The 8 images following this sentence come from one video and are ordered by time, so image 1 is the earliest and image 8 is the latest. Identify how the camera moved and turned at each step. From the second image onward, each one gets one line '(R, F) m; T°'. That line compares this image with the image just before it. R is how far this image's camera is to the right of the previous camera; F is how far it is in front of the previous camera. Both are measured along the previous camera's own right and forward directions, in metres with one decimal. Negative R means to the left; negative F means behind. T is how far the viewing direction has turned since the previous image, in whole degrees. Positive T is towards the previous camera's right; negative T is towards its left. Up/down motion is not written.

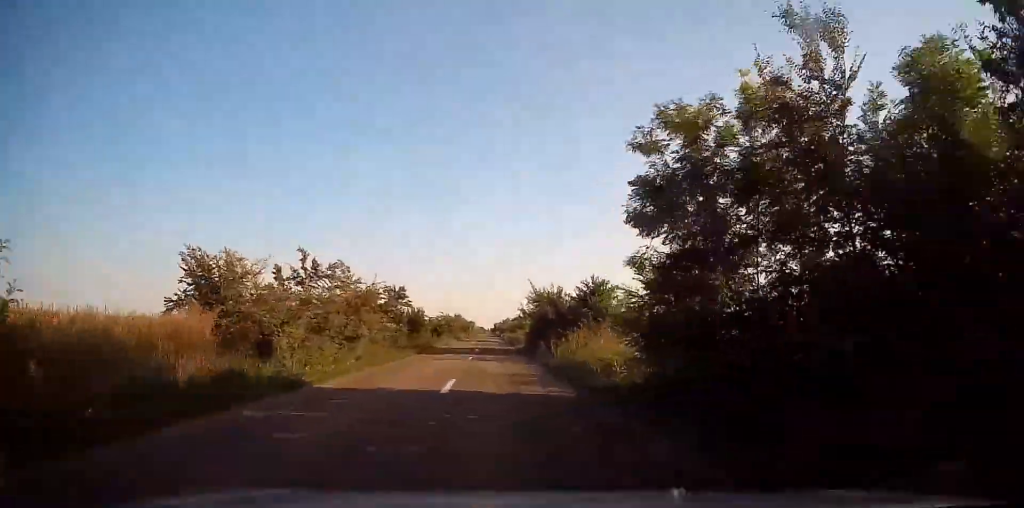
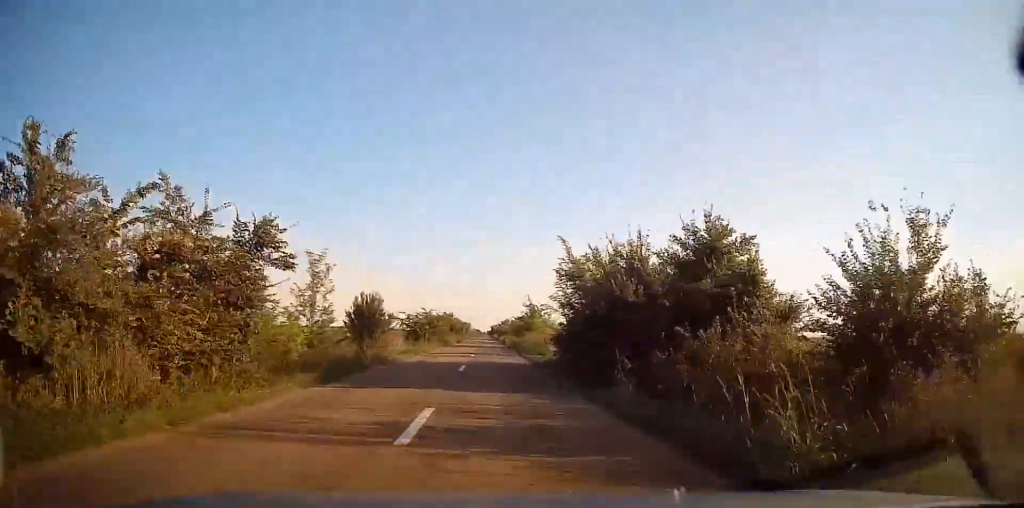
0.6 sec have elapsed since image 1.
(+0.2, +17.2) m; 0°
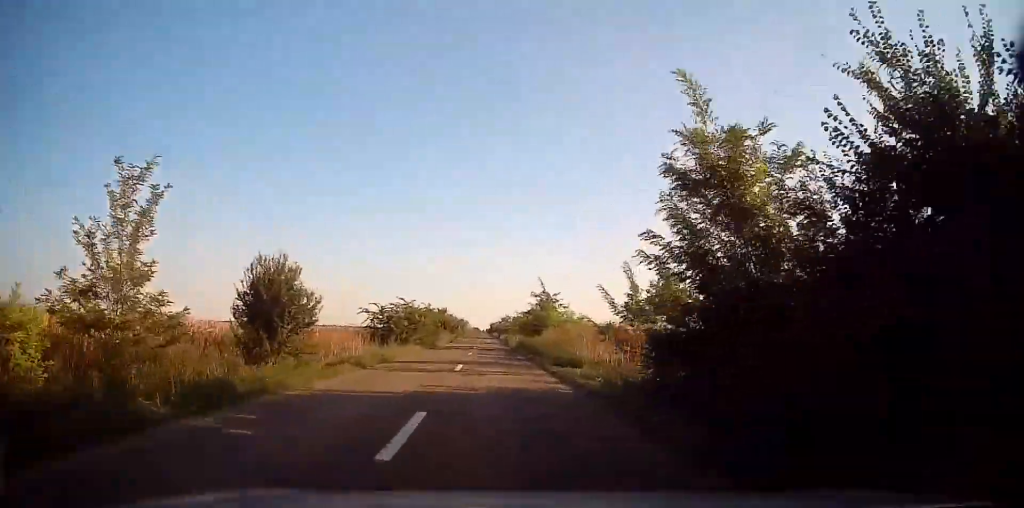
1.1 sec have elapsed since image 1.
(-0.2, +12.7) m; 0°
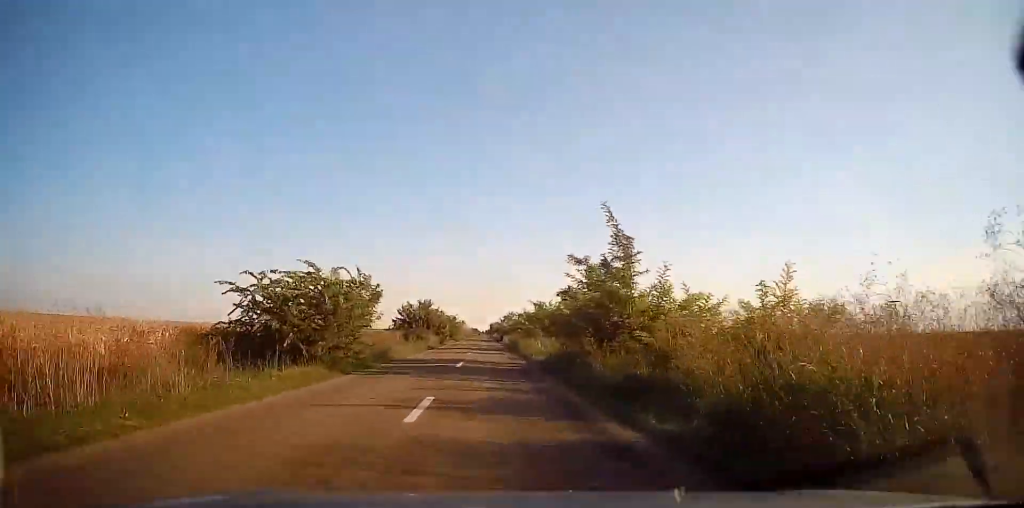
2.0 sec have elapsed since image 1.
(-0.1, +22.0) m; 0°
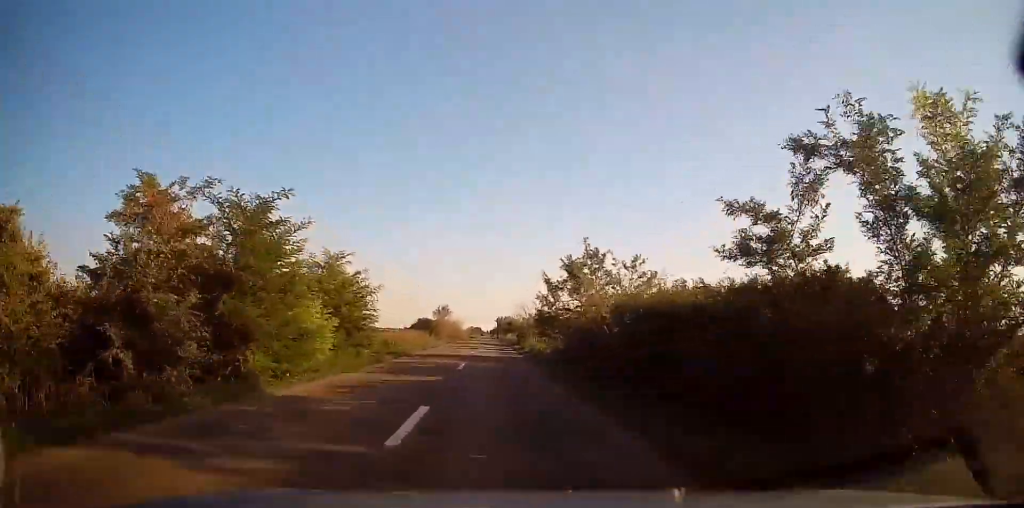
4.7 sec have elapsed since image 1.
(+0.8, +74.3) m; 0°
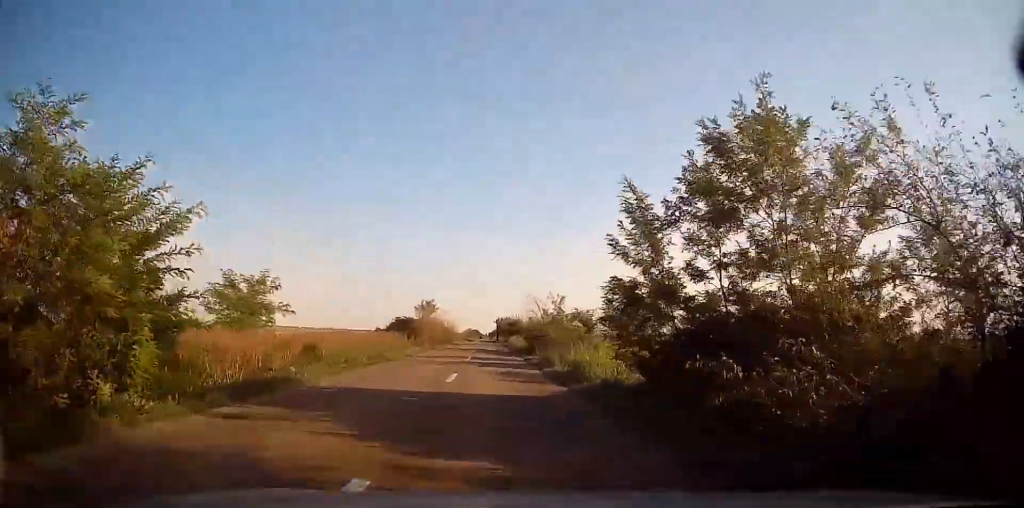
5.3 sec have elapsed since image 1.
(-0.2, +17.0) m; 0°
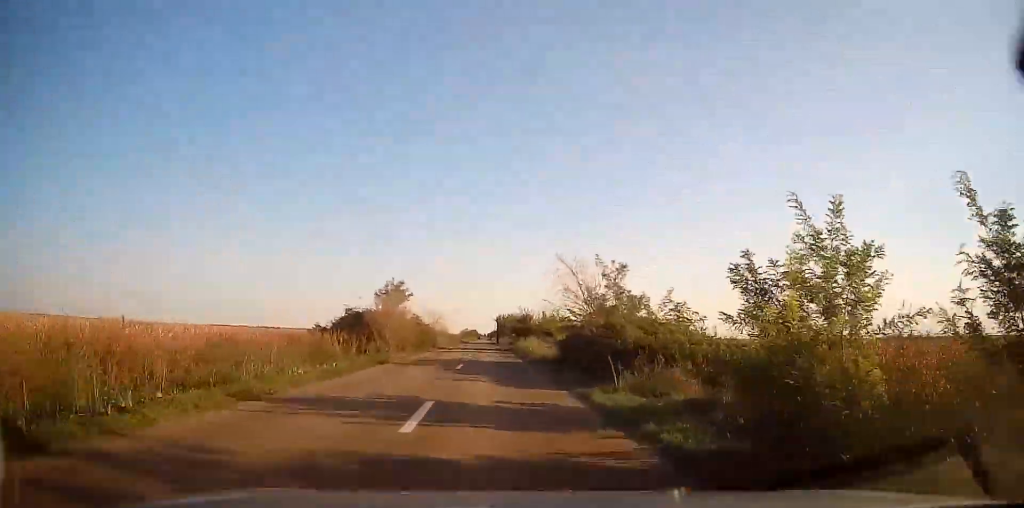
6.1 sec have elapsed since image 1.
(+0.1, +19.1) m; 0°
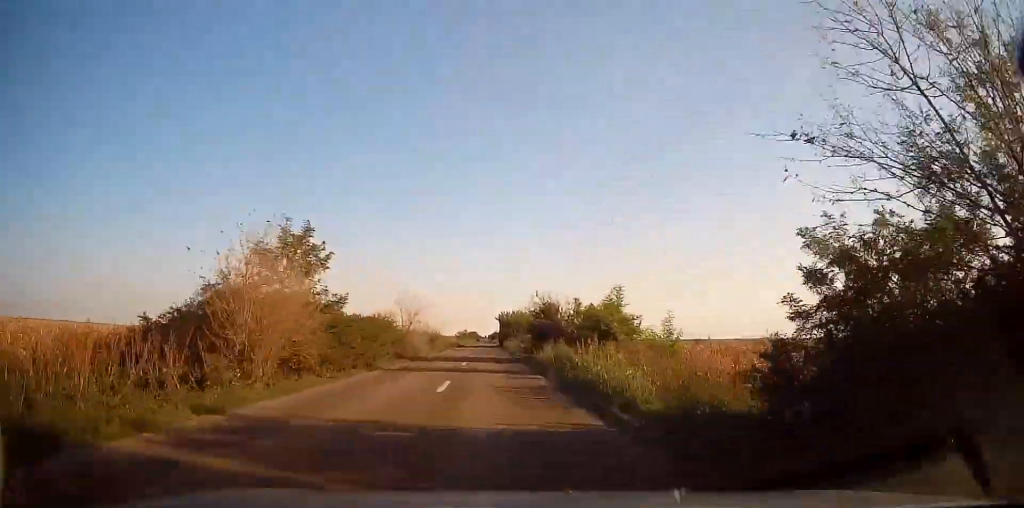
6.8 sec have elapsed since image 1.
(+0.1, +19.0) m; 0°
